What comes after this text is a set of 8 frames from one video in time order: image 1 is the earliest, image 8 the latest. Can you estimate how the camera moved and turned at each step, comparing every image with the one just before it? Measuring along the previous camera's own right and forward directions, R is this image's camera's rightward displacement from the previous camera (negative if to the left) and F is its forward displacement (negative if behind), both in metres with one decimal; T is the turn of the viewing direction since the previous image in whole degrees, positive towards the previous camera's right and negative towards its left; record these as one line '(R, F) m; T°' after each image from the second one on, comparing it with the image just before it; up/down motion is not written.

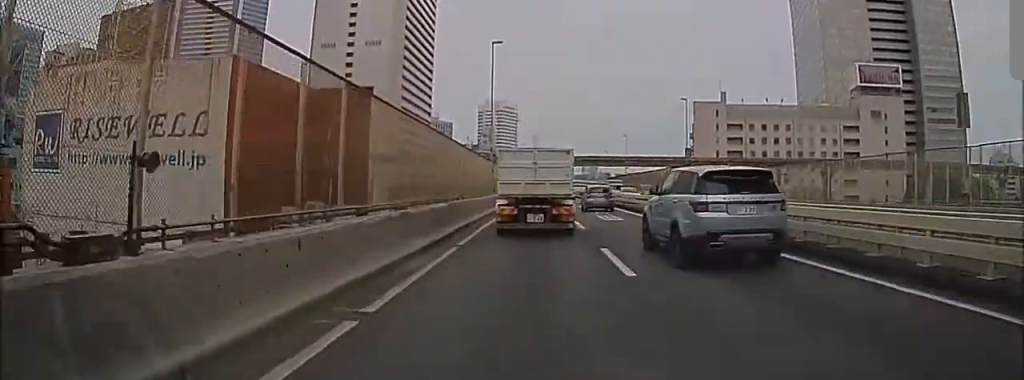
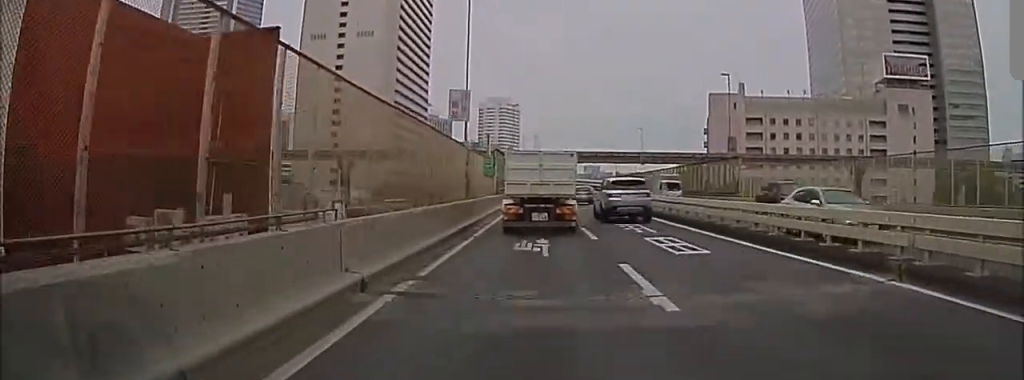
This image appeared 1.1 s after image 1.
(+0.1, +12.8) m; +1°
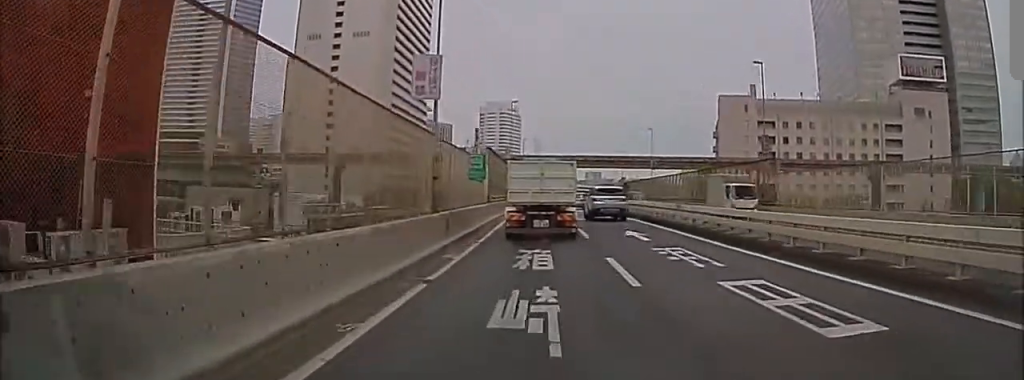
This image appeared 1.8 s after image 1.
(+0.2, +6.8) m; 0°
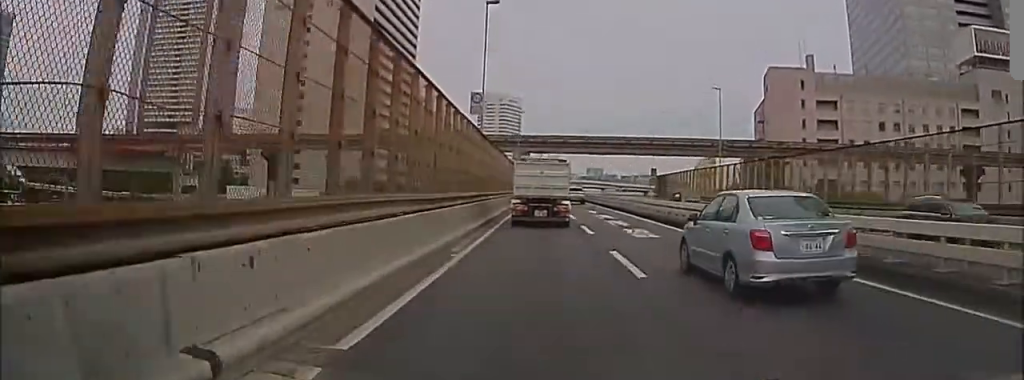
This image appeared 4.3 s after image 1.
(-0.3, +26.5) m; 0°
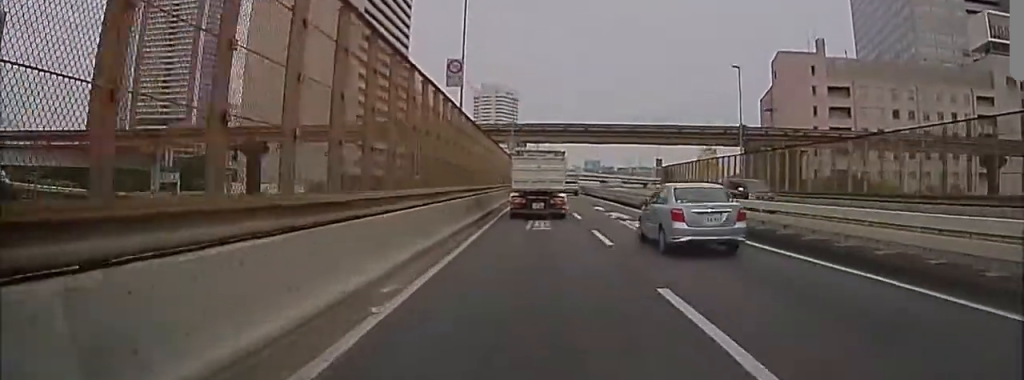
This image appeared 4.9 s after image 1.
(0.0, +5.5) m; -1°
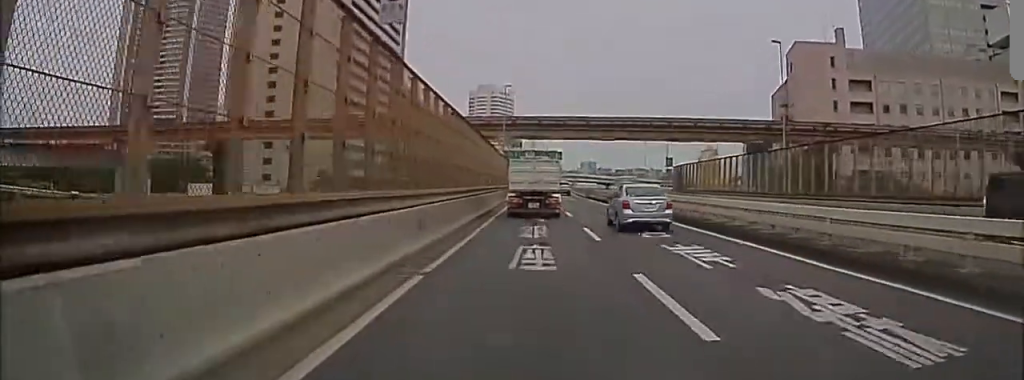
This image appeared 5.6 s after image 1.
(-0.2, +8.4) m; 0°
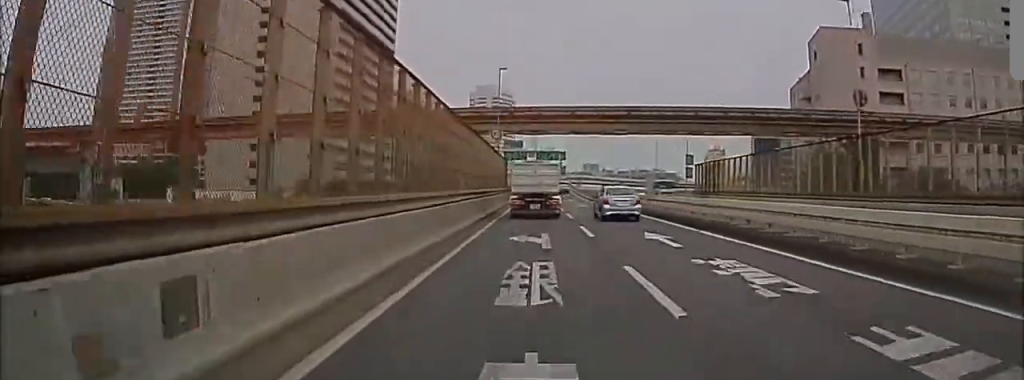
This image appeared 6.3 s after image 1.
(+0.1, +8.2) m; 0°
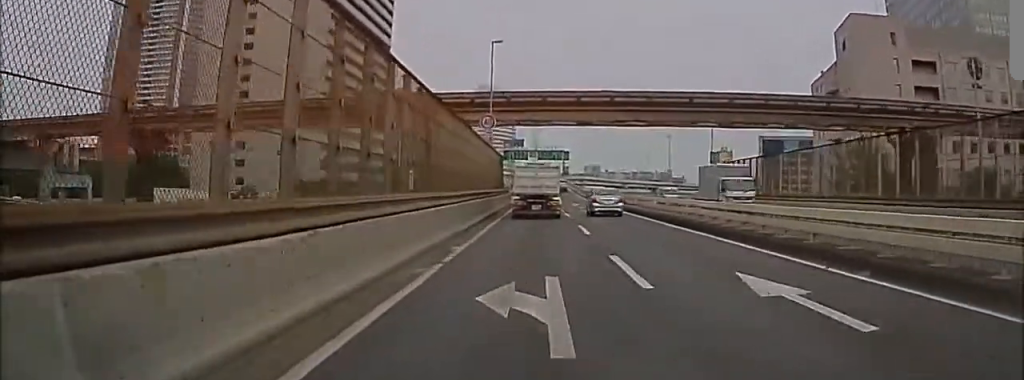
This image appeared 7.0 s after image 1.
(+0.1, +8.6) m; 0°
